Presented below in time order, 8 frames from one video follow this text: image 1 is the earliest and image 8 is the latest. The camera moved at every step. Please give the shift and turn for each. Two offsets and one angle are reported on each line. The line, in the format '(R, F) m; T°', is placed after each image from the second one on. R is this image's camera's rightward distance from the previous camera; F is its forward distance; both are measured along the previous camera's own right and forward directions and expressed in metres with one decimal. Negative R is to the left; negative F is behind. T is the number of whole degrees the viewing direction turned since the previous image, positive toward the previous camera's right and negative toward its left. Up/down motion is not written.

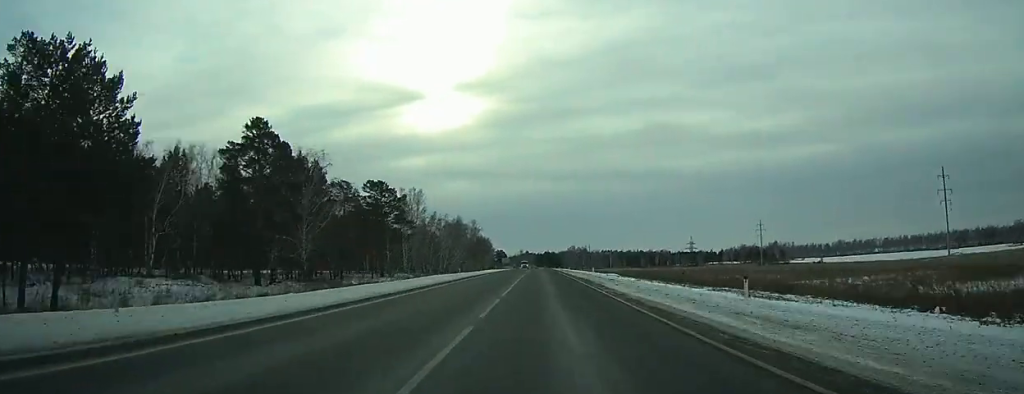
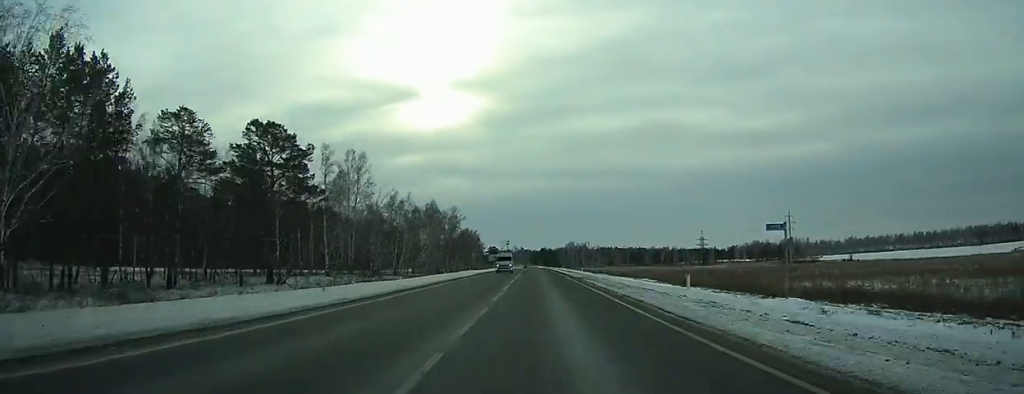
(+0.2, +39.8) m; 0°
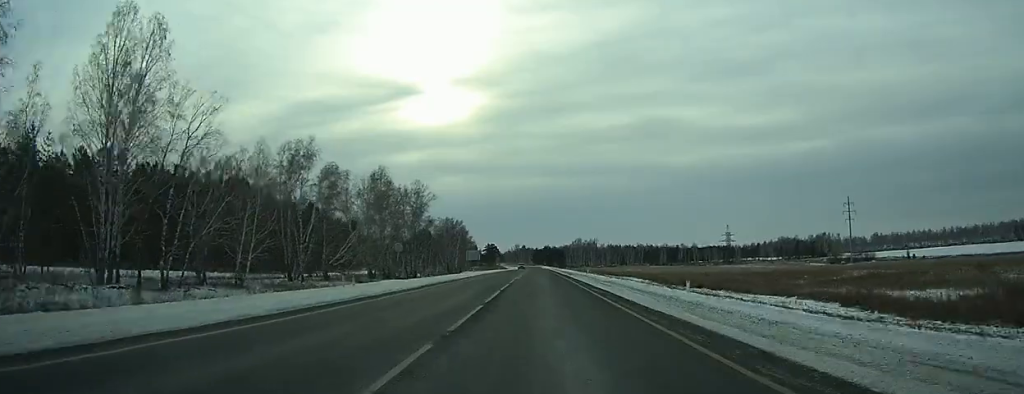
(+0.2, +55.2) m; 0°
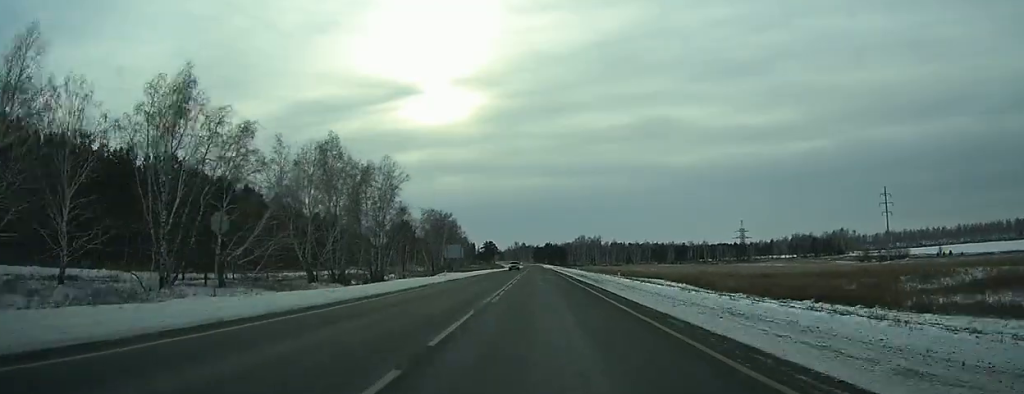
(0.0, +27.4) m; 0°
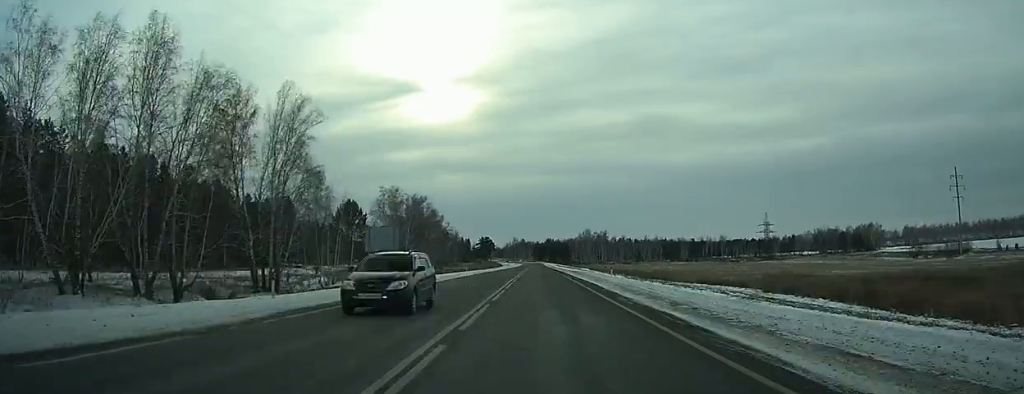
(-0.1, +42.3) m; 0°
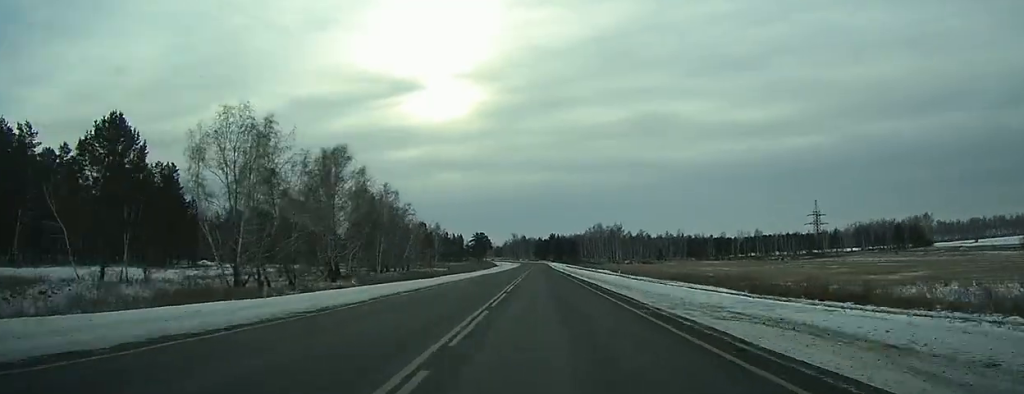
(0.0, +59.7) m; 0°
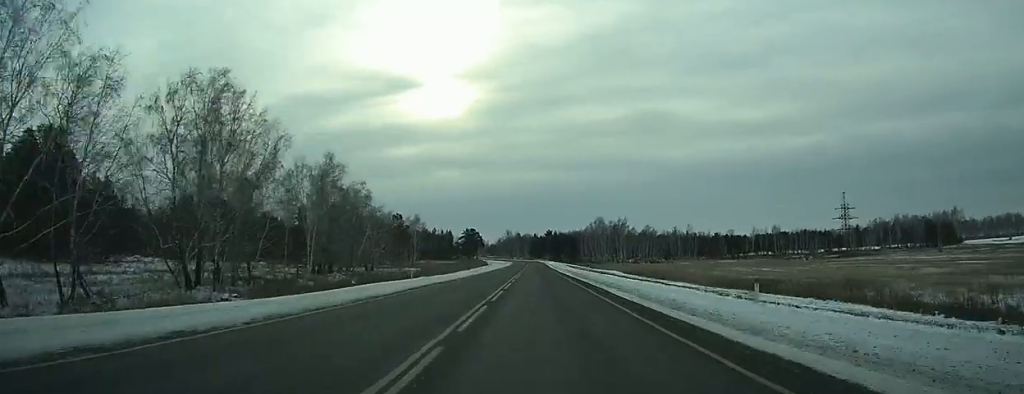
(-0.1, +30.2) m; 0°
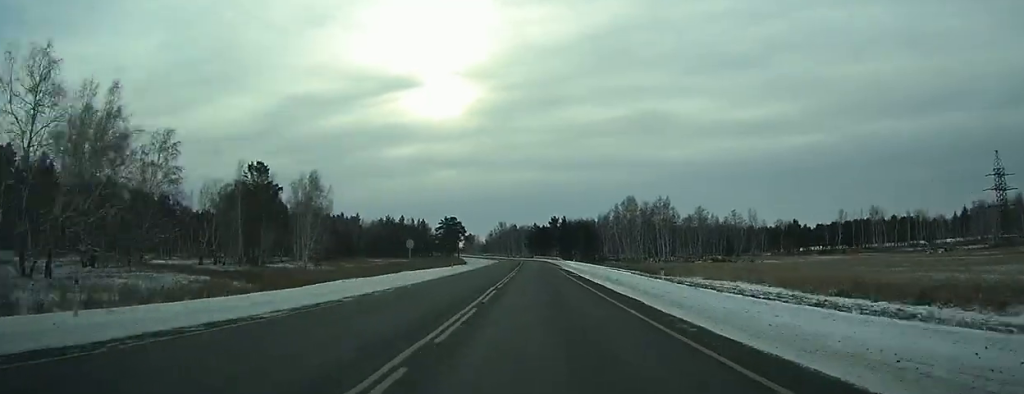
(0.0, +87.5) m; 0°
